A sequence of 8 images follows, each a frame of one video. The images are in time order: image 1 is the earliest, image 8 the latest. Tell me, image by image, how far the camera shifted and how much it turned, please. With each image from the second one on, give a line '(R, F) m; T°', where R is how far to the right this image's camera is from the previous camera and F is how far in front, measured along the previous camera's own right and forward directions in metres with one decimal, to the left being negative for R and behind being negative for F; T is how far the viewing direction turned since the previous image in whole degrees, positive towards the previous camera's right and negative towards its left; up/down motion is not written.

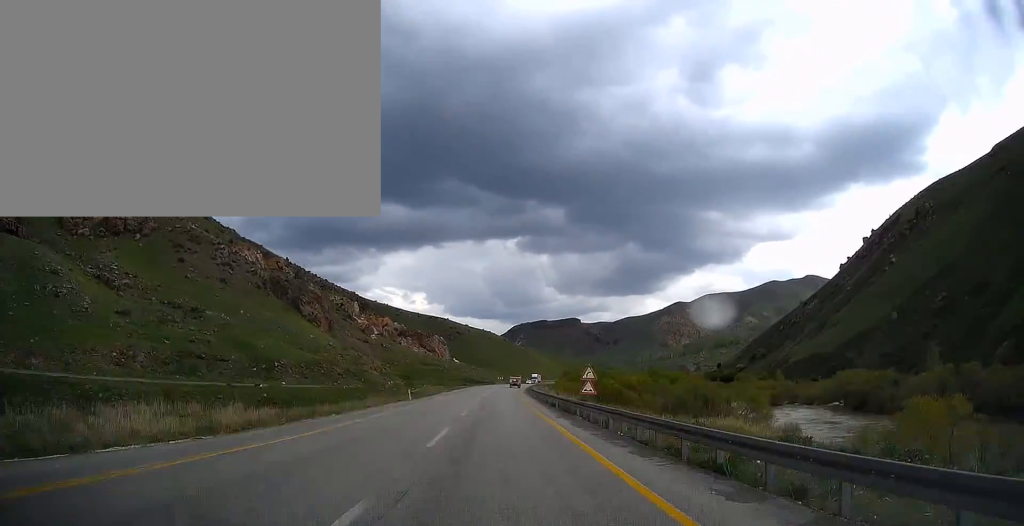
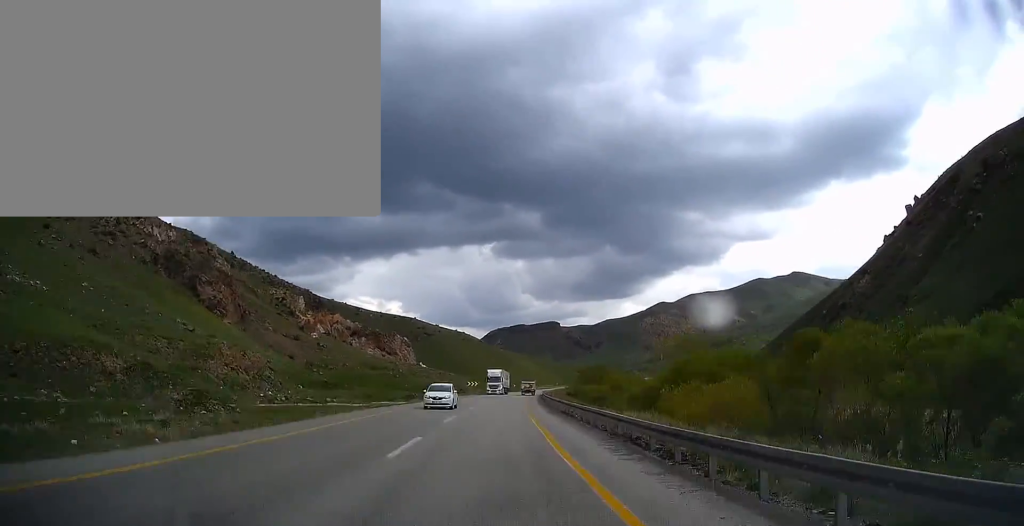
(+2.2, +85.9) m; +2°
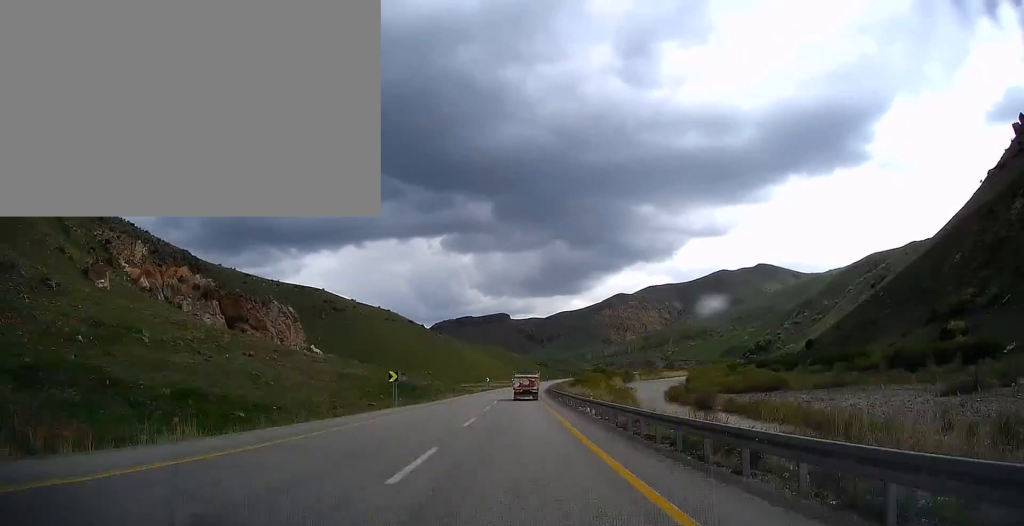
(+5.0, +144.5) m; +6°
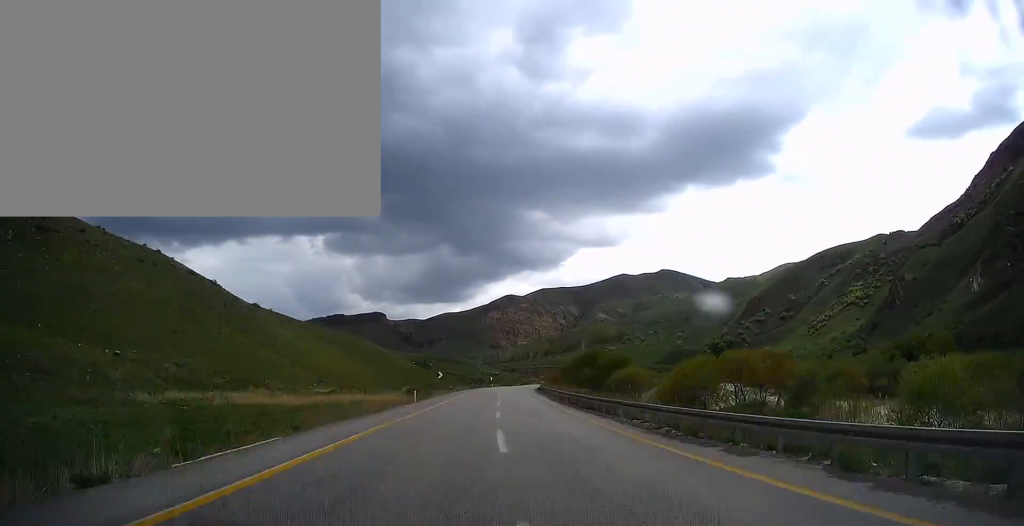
(+14.1, +182.0) m; +10°
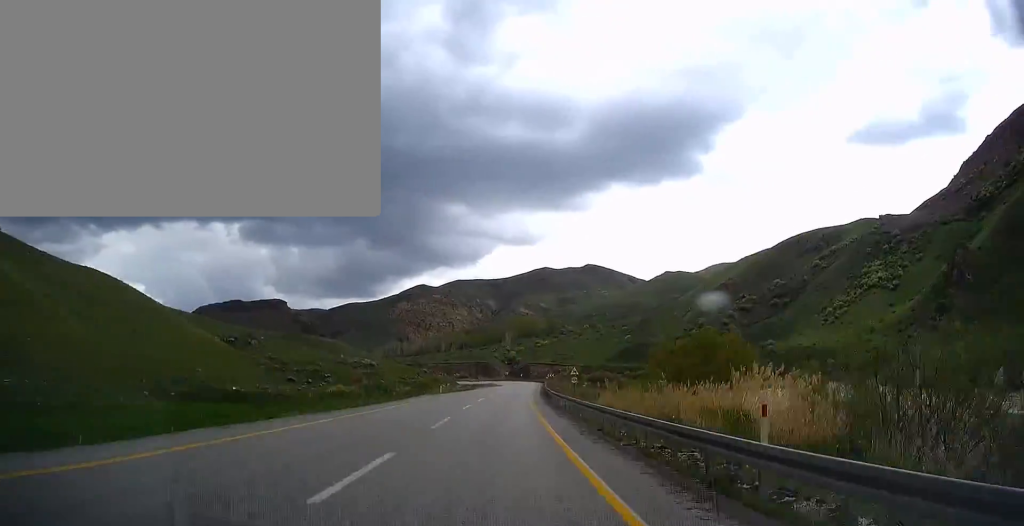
(+9.7, +132.0) m; +4°
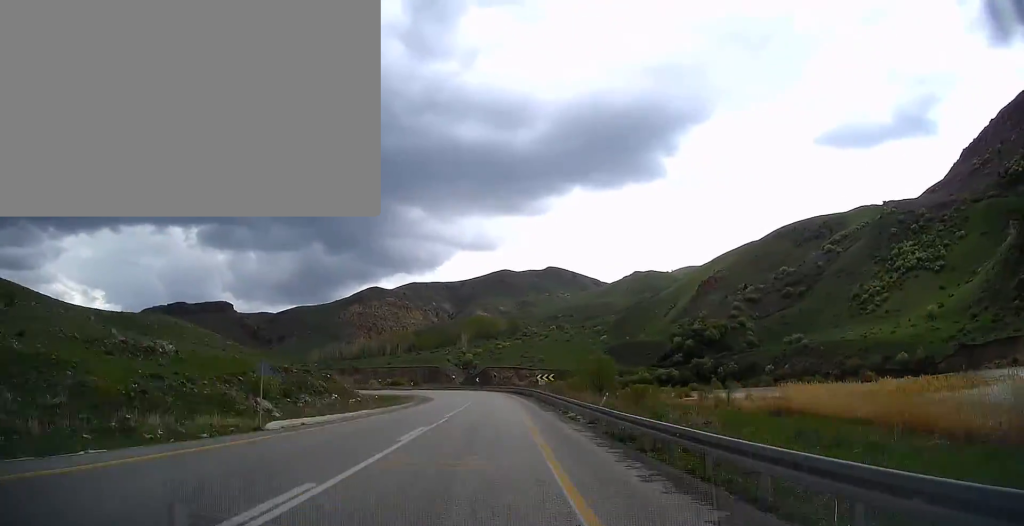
(+0.7, +81.9) m; -6°
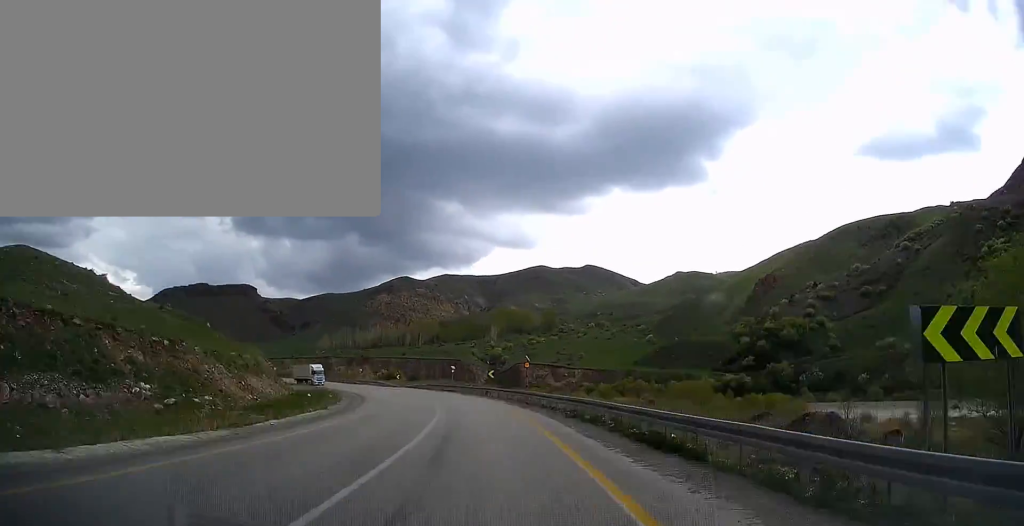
(+5.2, +57.7) m; -7°
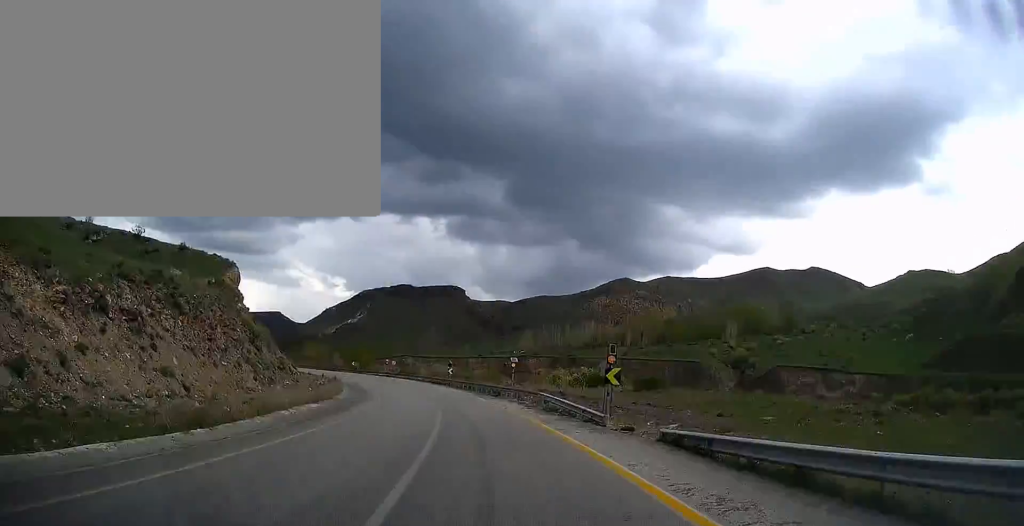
(-14.8, +83.5) m; -18°
